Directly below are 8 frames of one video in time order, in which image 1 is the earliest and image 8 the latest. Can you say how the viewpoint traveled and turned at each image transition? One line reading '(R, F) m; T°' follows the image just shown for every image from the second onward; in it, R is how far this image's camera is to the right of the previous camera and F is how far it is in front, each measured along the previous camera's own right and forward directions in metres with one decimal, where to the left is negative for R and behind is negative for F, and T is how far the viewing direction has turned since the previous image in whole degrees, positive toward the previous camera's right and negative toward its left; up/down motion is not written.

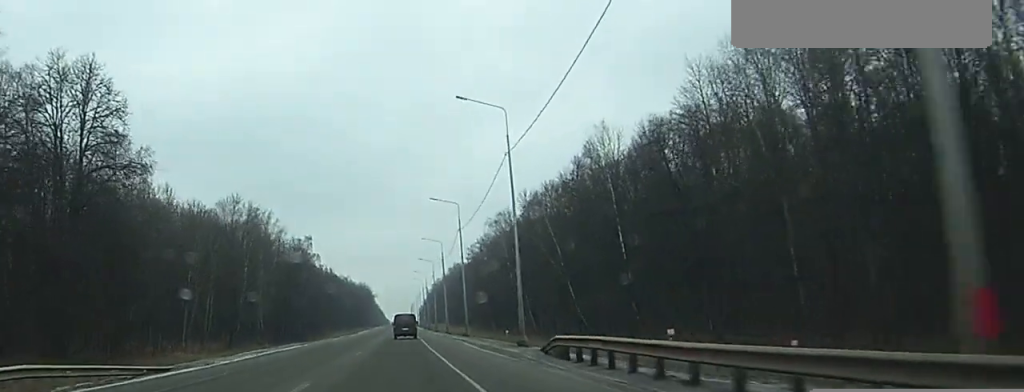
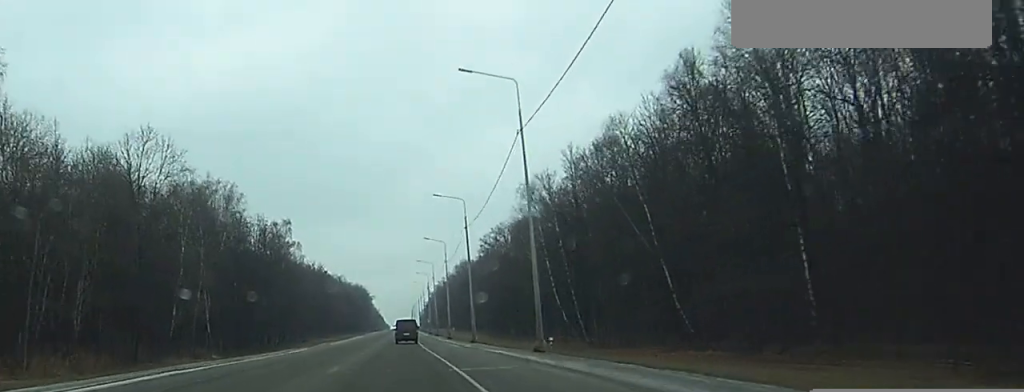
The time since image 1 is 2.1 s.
(-0.2, +41.1) m; -1°
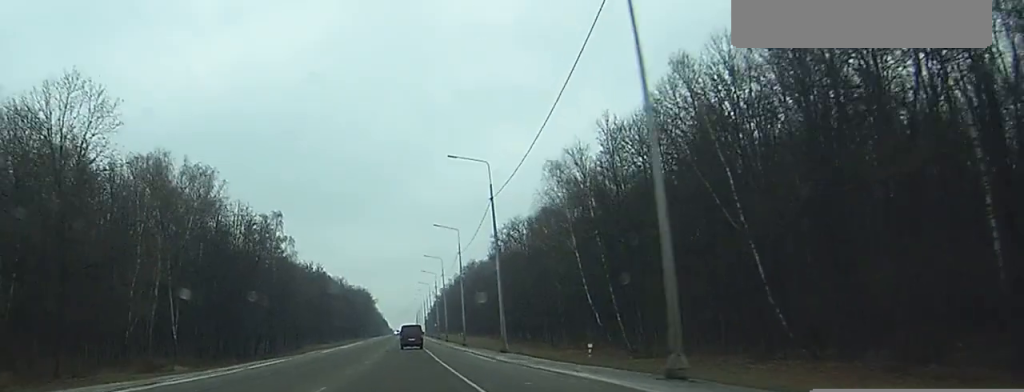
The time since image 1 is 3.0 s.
(-0.1, +18.1) m; 0°
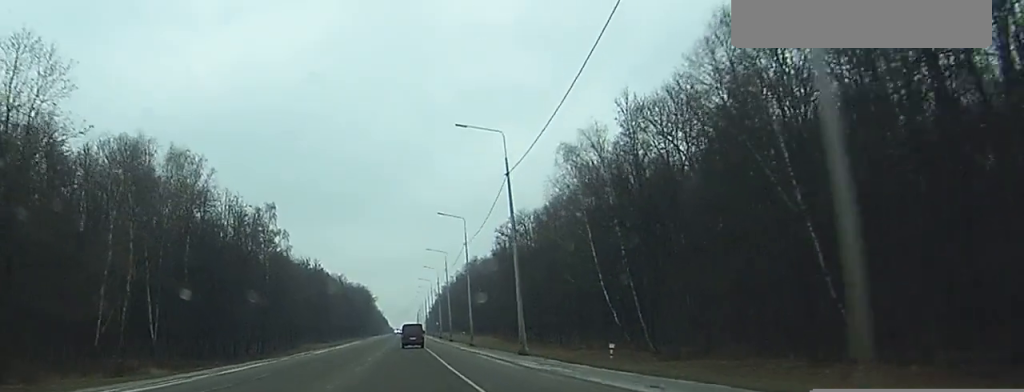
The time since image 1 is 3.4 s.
(0.0, +8.1) m; 0°
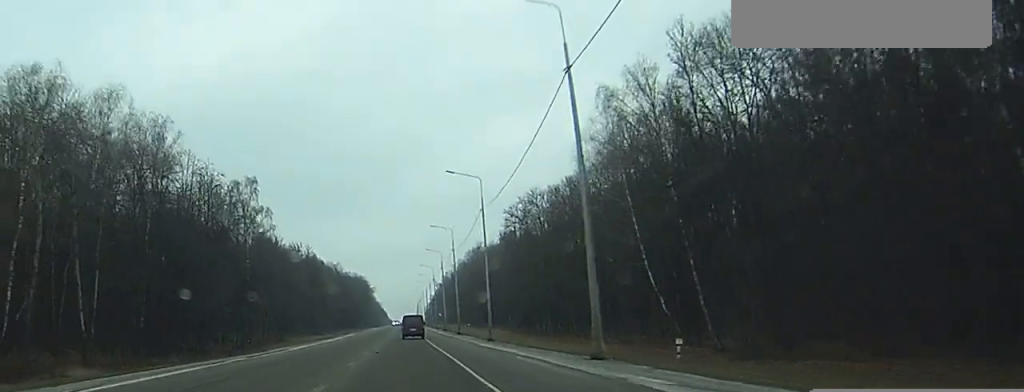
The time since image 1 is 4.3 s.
(0.0, +17.8) m; 0°
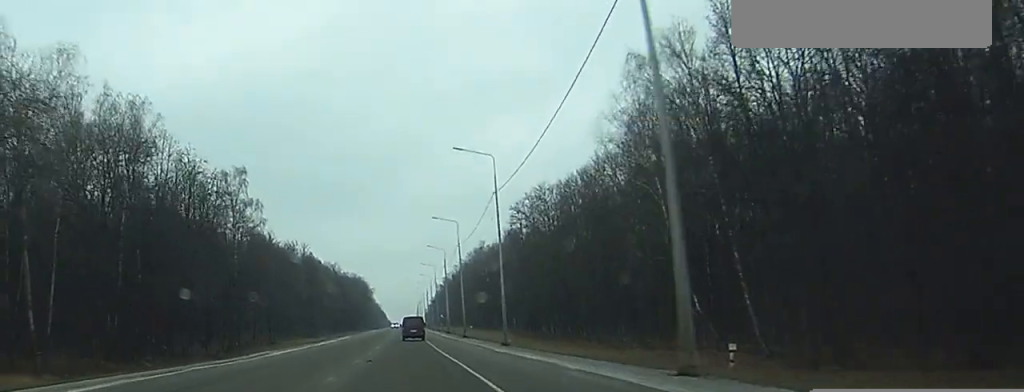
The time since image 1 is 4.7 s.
(0.0, +9.0) m; 0°
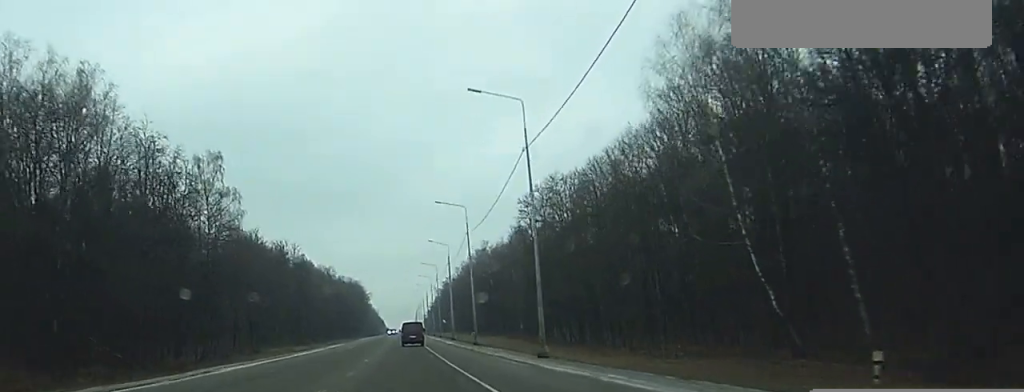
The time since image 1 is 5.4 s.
(0.0, +14.7) m; 0°
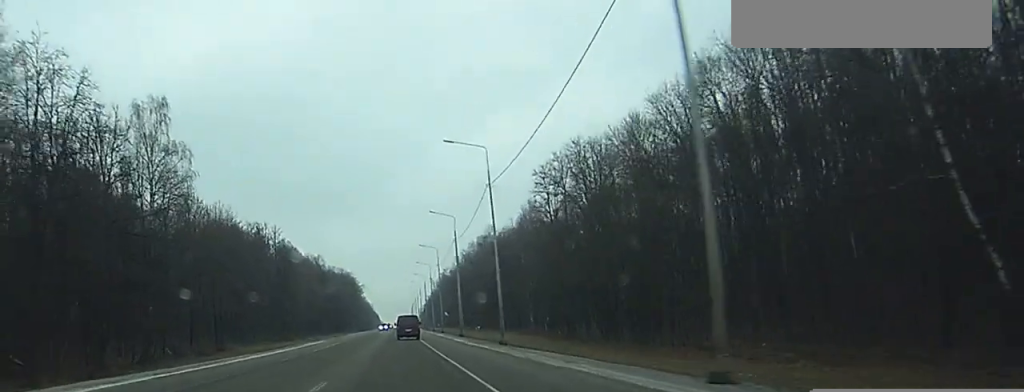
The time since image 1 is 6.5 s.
(+0.1, +22.9) m; 0°
